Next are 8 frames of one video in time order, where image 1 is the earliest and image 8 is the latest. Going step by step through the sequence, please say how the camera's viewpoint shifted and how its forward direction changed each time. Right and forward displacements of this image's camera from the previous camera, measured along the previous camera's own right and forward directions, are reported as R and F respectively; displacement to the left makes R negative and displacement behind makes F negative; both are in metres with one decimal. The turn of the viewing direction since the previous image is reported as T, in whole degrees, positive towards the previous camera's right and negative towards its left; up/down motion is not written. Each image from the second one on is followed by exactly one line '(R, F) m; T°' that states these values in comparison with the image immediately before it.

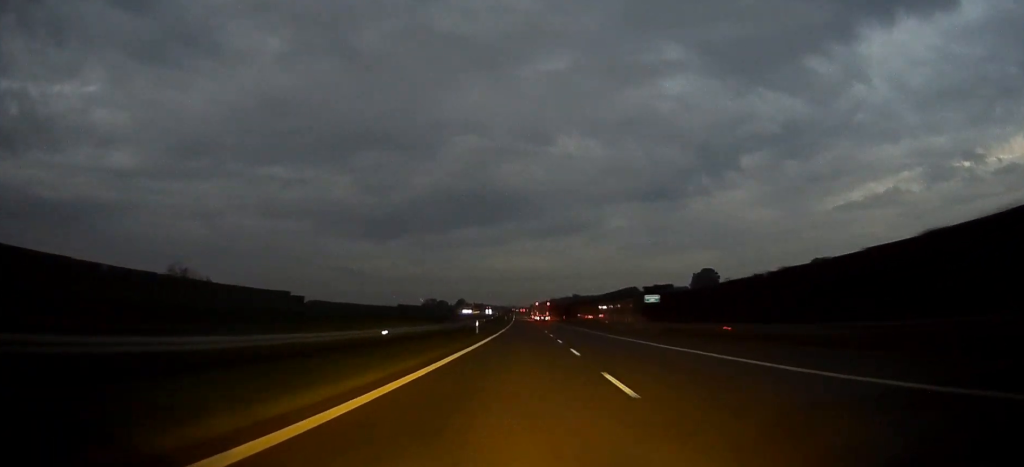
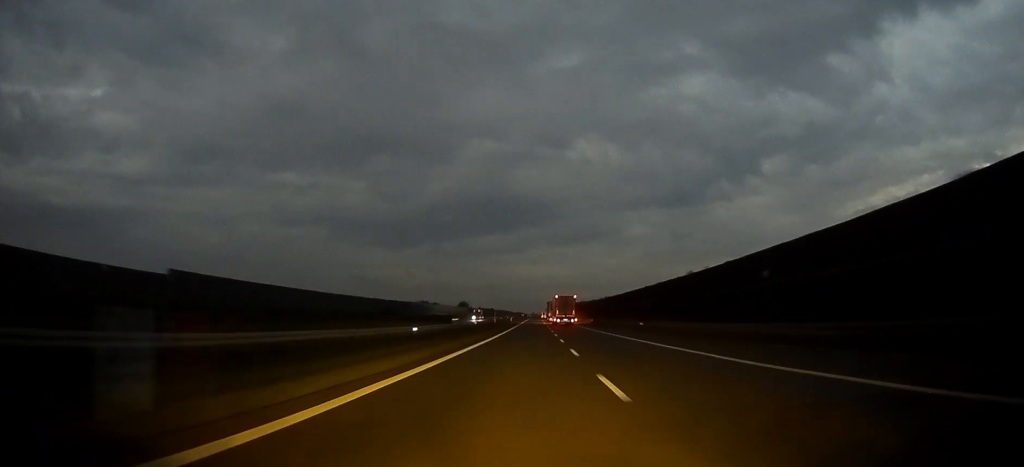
(-2.3, +145.1) m; -2°
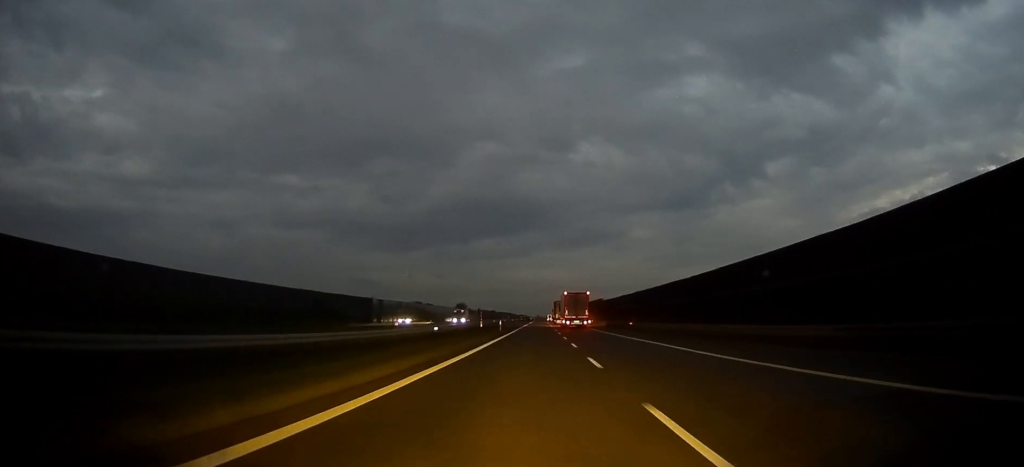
(-0.1, +41.2) m; 0°
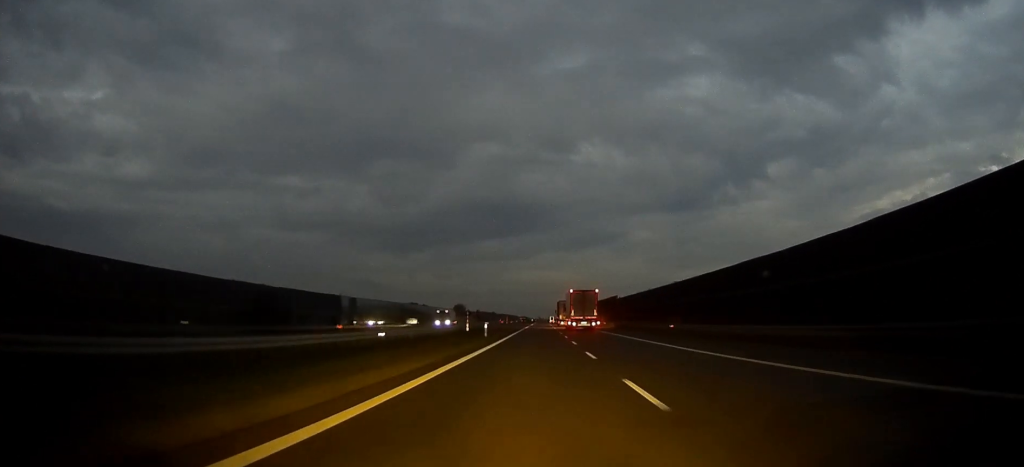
(0.0, +19.9) m; 0°
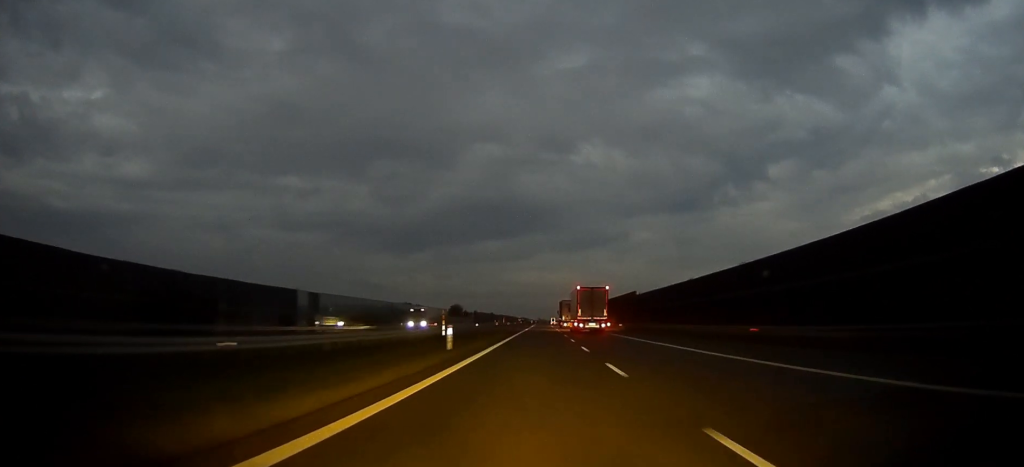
(0.0, +18.6) m; 0°
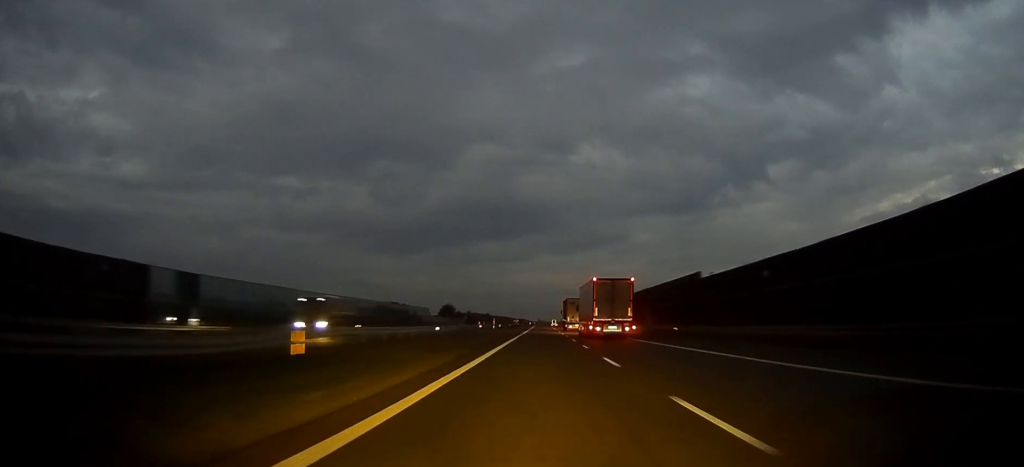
(0.0, +32.8) m; 0°
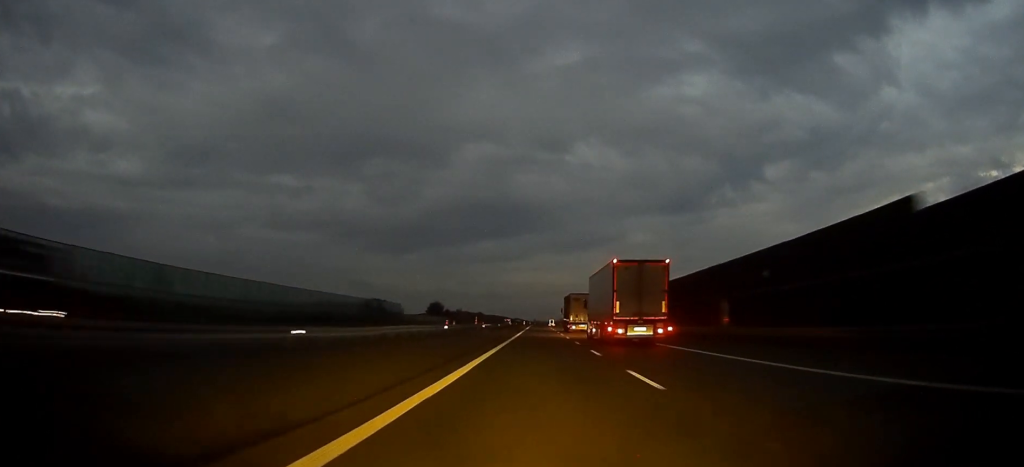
(0.0, +30.1) m; 0°
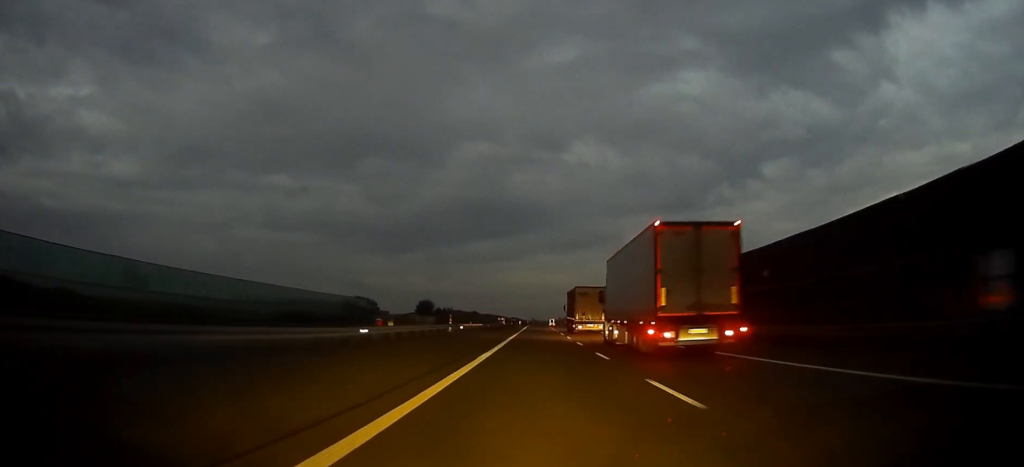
(0.0, +27.2) m; 0°
